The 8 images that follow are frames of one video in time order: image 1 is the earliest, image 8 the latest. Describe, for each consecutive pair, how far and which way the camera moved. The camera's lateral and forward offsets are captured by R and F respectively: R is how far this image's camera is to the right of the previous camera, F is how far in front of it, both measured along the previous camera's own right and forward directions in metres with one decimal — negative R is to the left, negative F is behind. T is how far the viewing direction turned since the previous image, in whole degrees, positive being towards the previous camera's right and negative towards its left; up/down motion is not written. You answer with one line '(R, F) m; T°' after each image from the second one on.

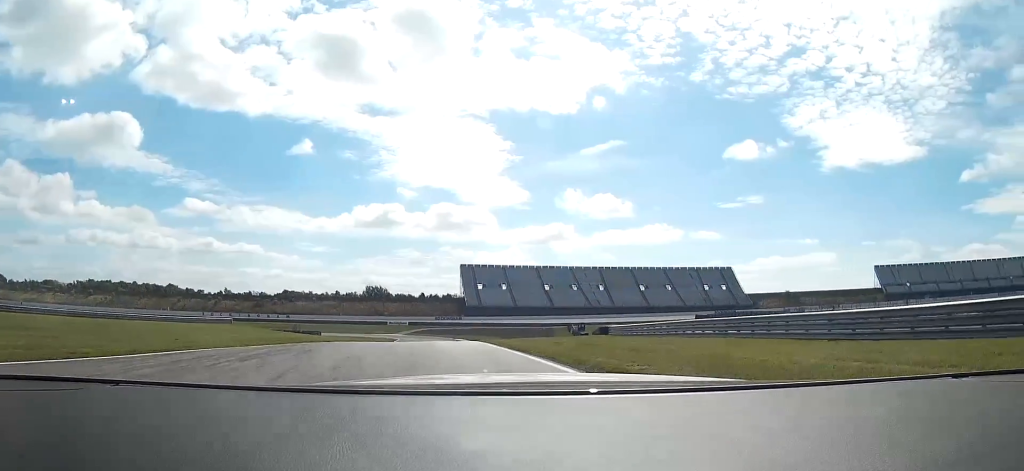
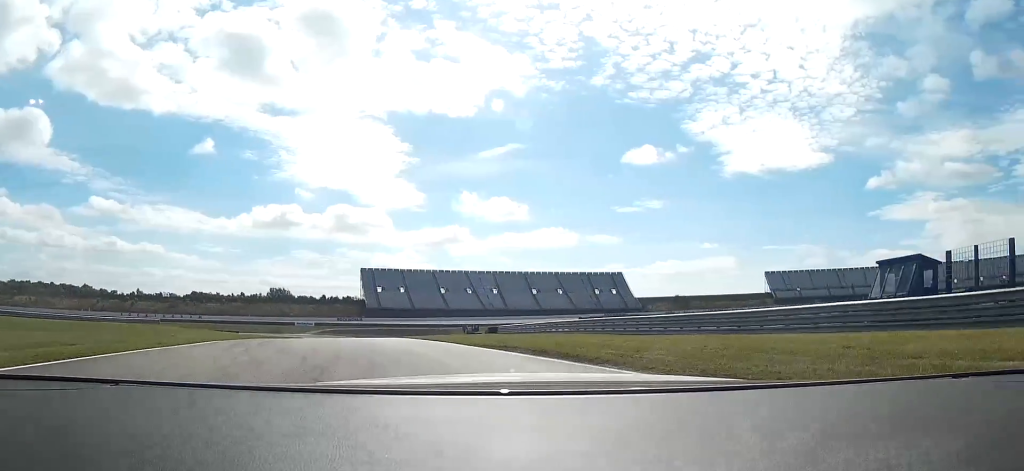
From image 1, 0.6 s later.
(-0.2, +13.7) m; +8°
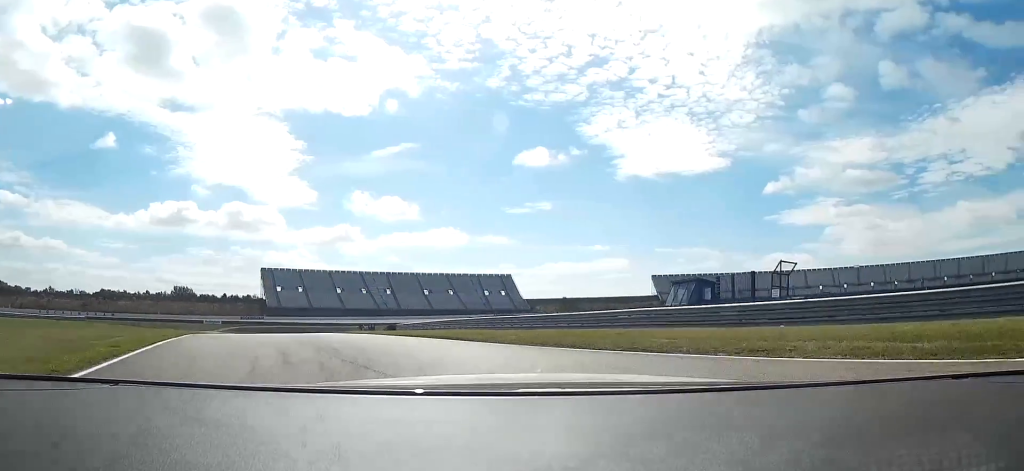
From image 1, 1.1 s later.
(+1.5, +11.4) m; +11°
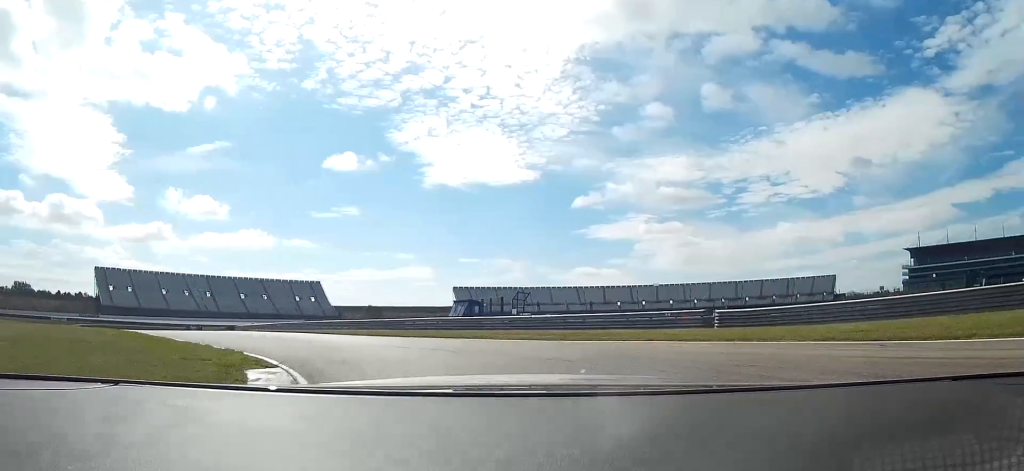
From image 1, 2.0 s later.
(+2.6, +17.5) m; +19°
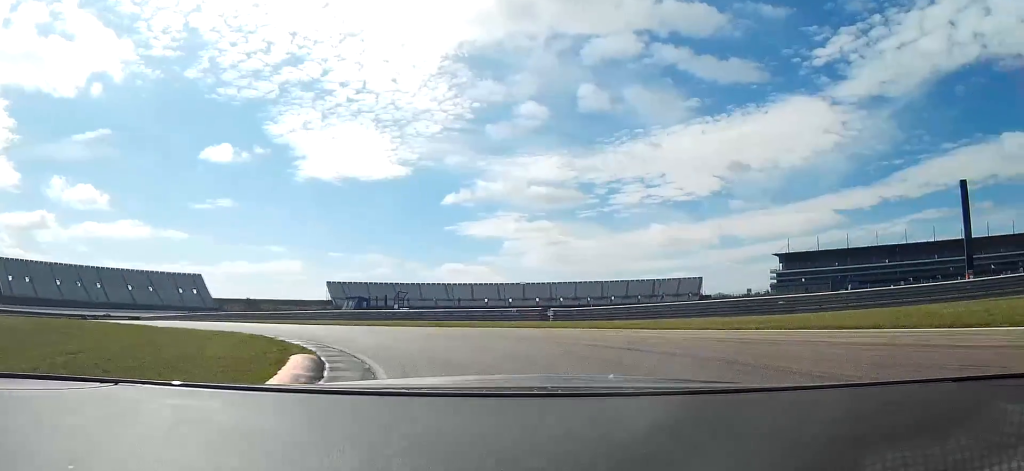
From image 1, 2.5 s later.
(+1.2, +11.1) m; +11°
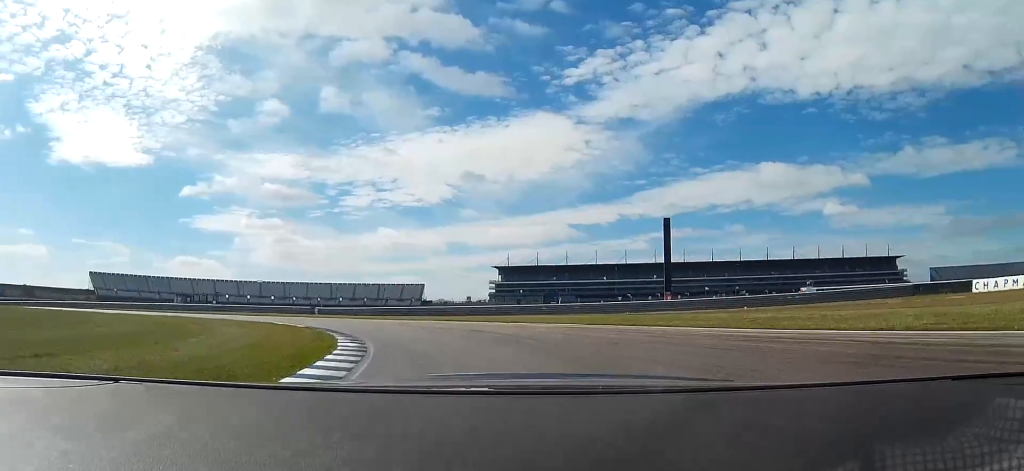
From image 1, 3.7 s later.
(+6.0, +29.7) m; +24°
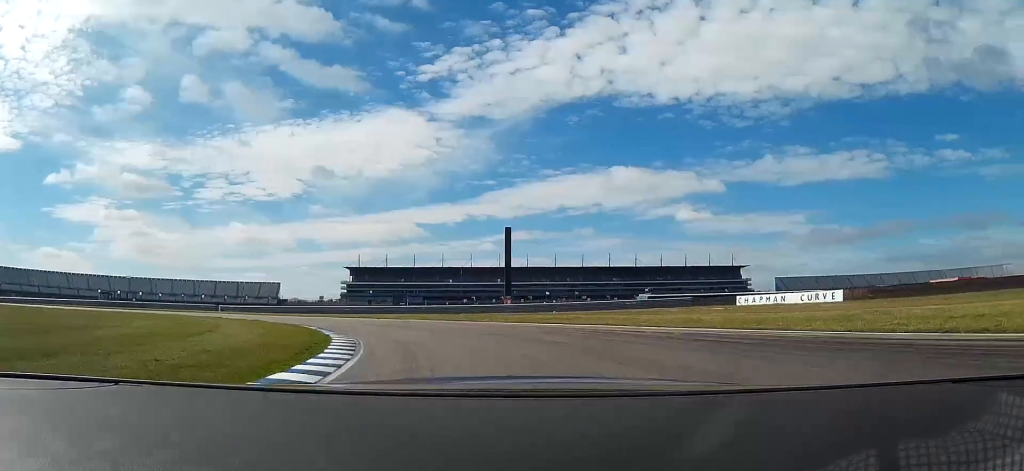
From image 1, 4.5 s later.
(+2.9, +19.4) m; +11°
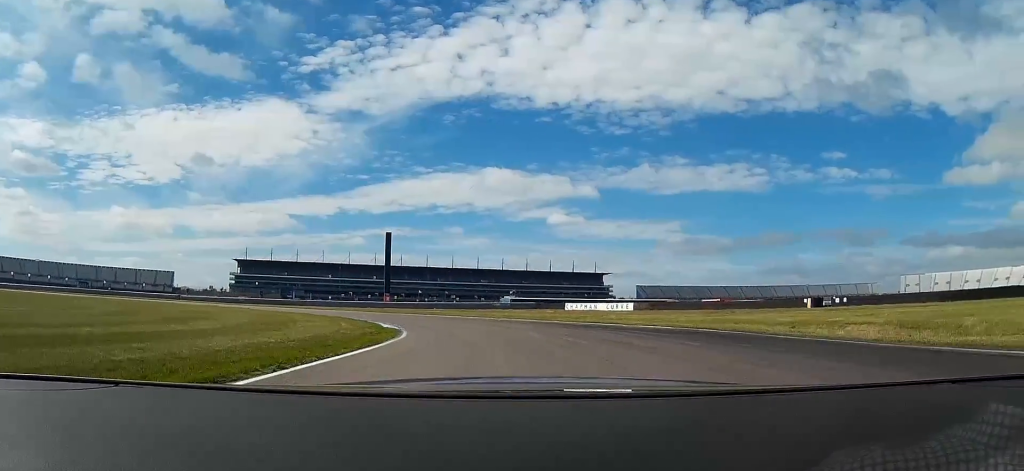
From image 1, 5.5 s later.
(+3.7, +30.2) m; +9°
